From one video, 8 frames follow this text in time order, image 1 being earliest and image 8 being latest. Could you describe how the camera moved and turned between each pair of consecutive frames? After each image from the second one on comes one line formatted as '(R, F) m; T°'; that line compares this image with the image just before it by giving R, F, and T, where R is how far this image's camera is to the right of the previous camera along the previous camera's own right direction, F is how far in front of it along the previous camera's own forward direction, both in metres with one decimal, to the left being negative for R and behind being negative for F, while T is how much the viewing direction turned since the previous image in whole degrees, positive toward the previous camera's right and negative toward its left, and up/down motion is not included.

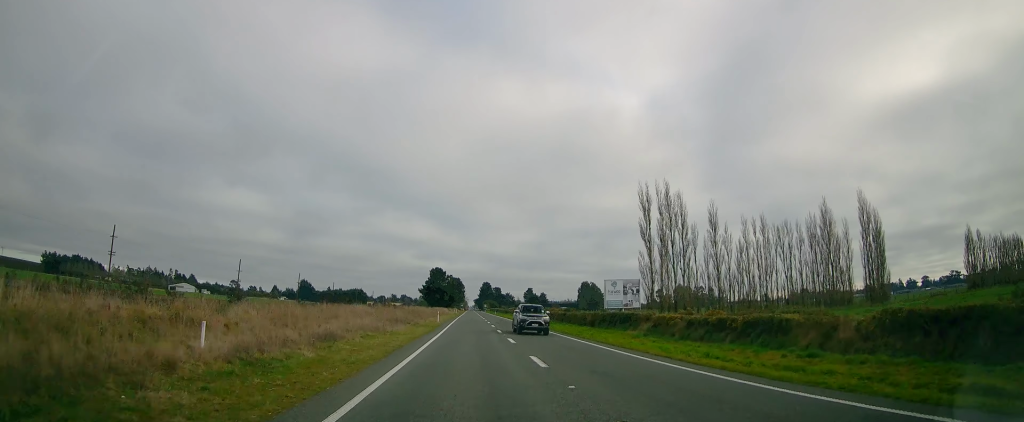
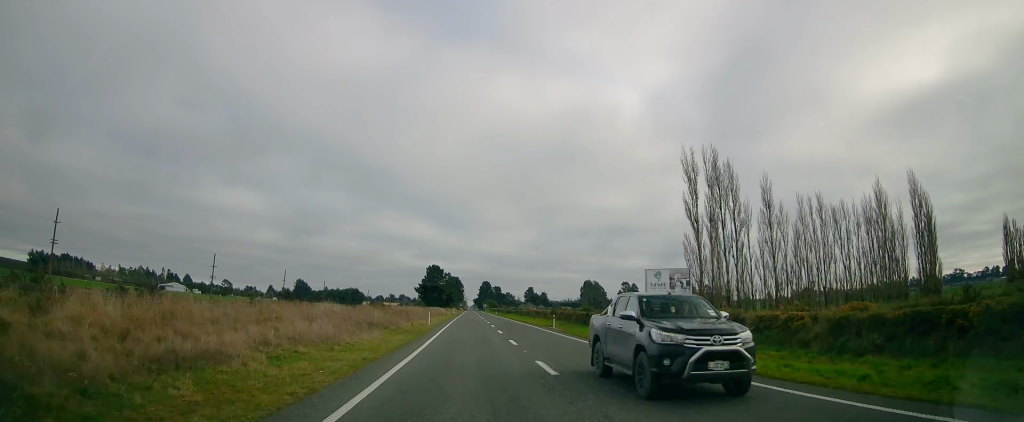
(-0.5, +11.9) m; 0°
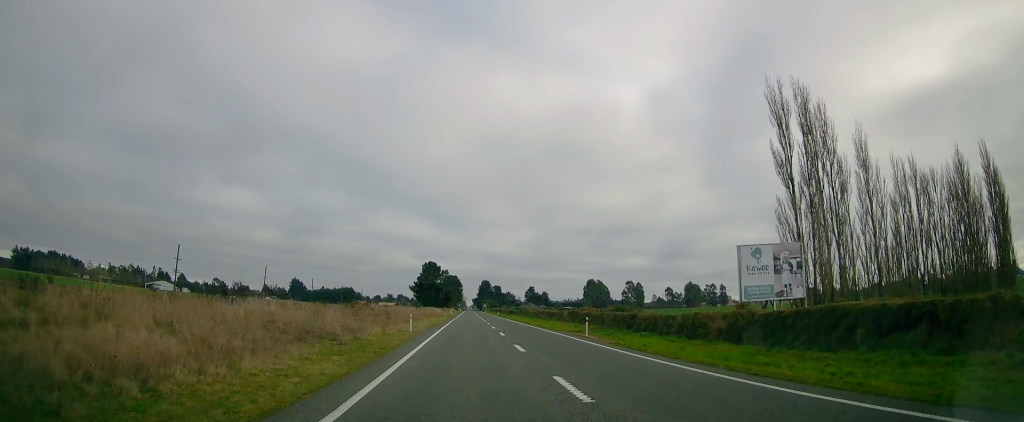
(+0.5, +13.7) m; +1°
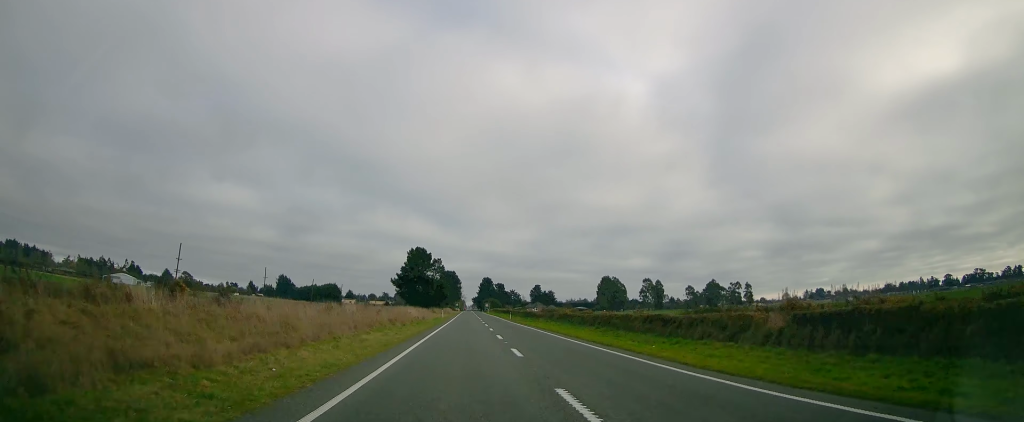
(+1.0, +42.1) m; +1°
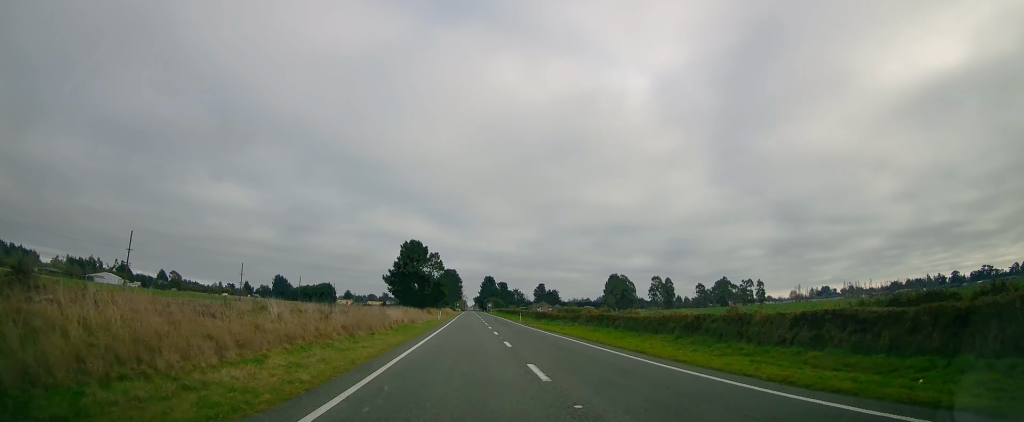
(0.0, +15.6) m; 0°
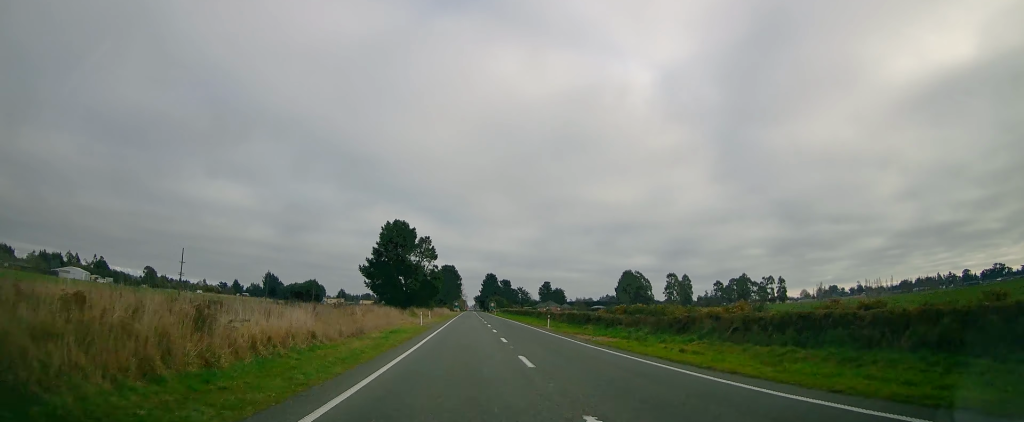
(0.0, +27.5) m; -1°
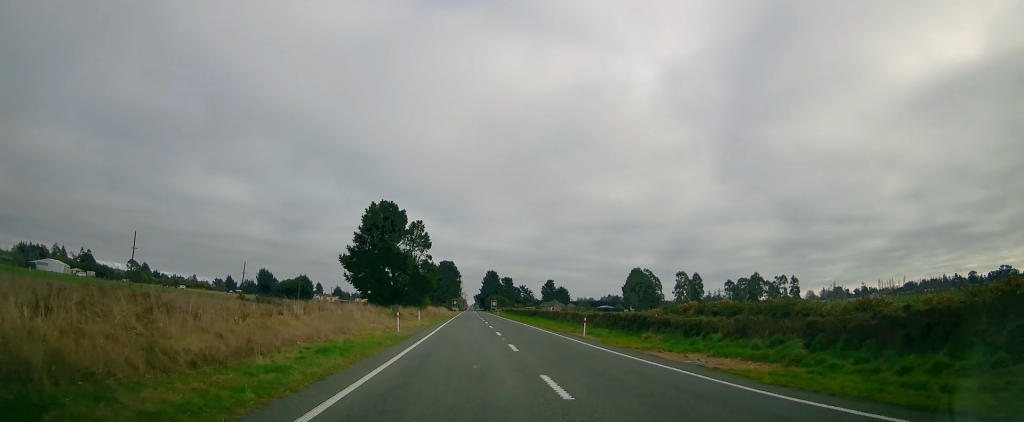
(0.0, +15.6) m; -1°
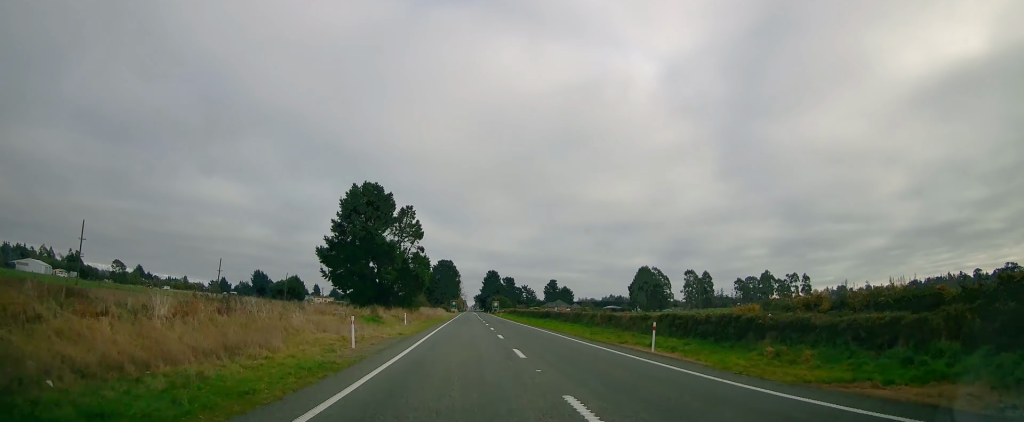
(-0.5, +12.8) m; 0°
